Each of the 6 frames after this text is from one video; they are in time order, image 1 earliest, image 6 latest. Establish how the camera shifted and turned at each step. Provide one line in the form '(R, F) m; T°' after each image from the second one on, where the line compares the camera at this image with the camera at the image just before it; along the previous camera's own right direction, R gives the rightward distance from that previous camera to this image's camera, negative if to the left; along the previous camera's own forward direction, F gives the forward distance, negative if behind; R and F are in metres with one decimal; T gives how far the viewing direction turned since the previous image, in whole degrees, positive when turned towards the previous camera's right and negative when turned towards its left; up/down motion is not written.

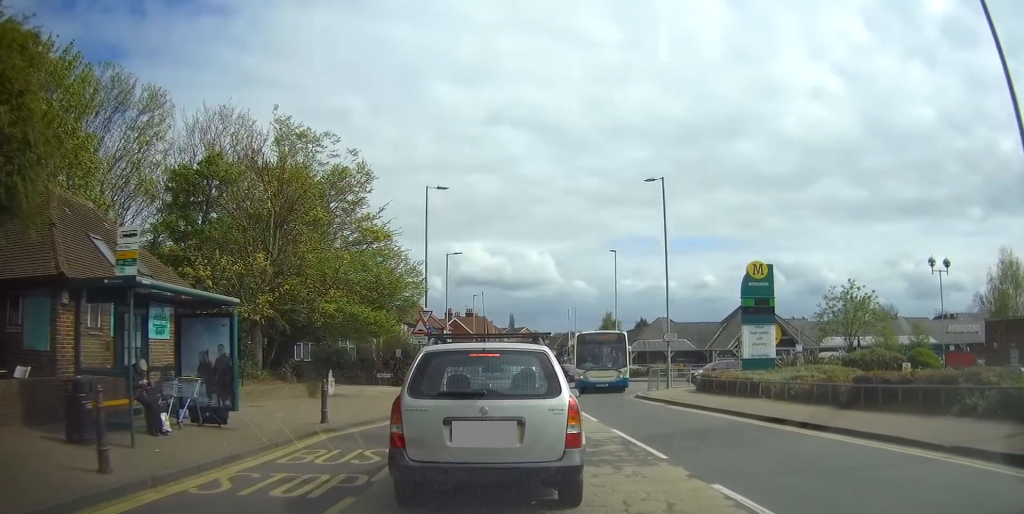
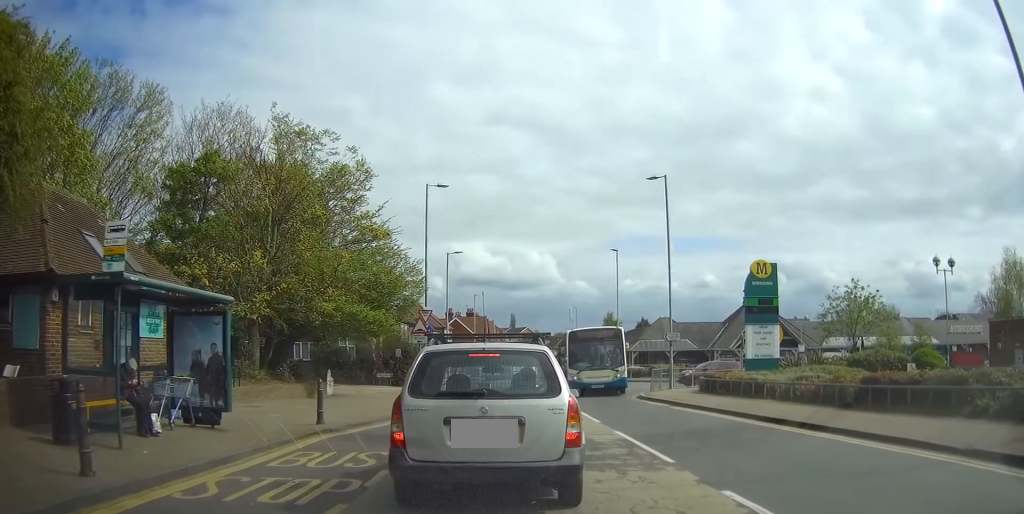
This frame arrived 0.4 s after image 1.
(-0.1, +0.5) m; 0°
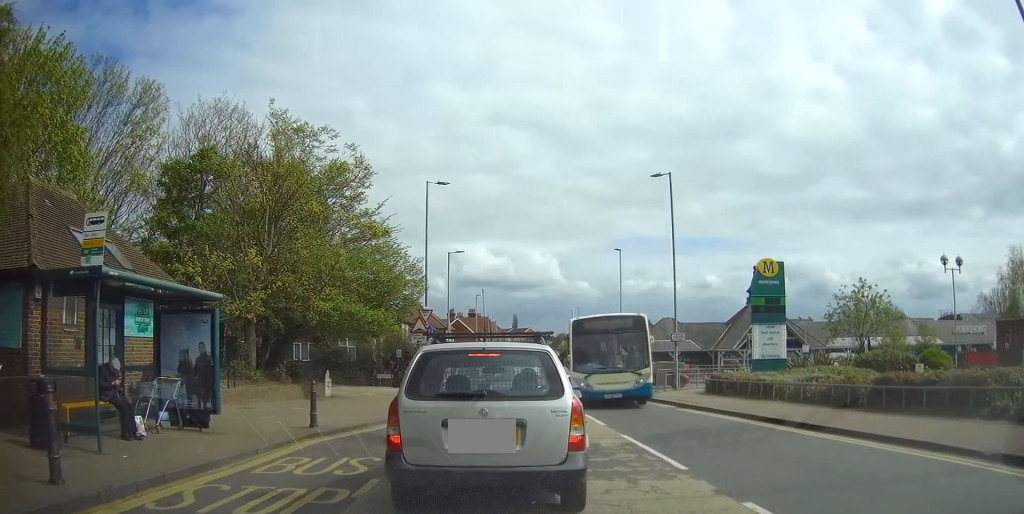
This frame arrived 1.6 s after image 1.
(-0.1, +0.7) m; 0°
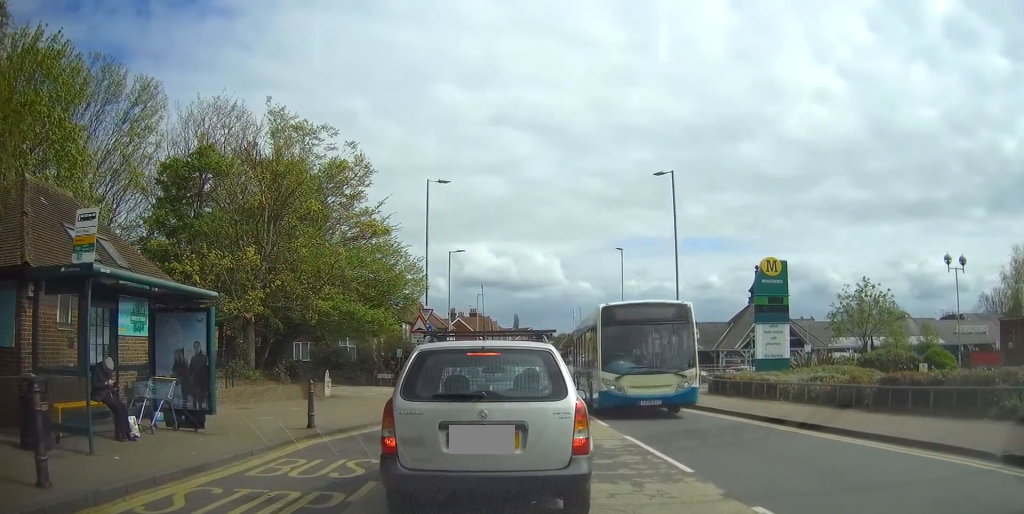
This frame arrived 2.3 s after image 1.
(-0.2, +0.1) m; 0°
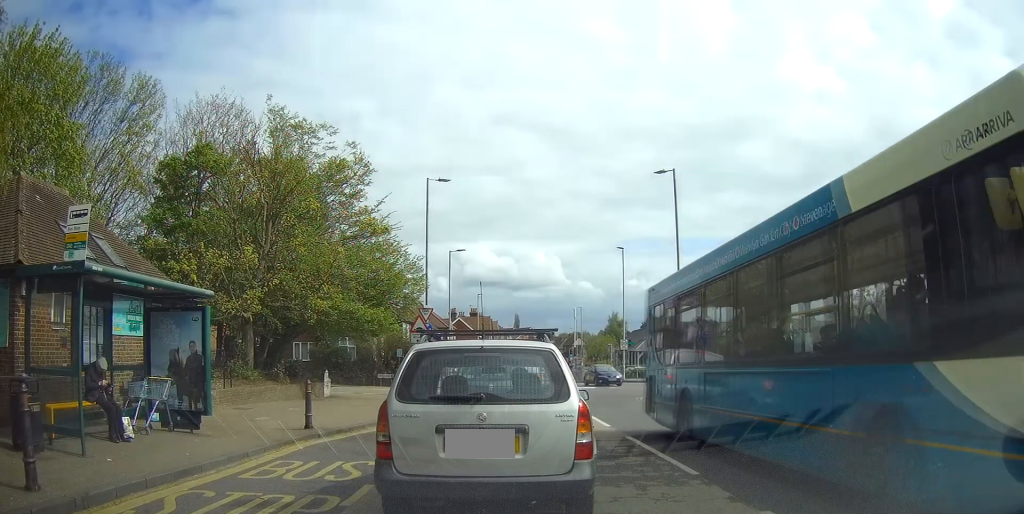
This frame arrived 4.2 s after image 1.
(0.0, +0.3) m; 0°
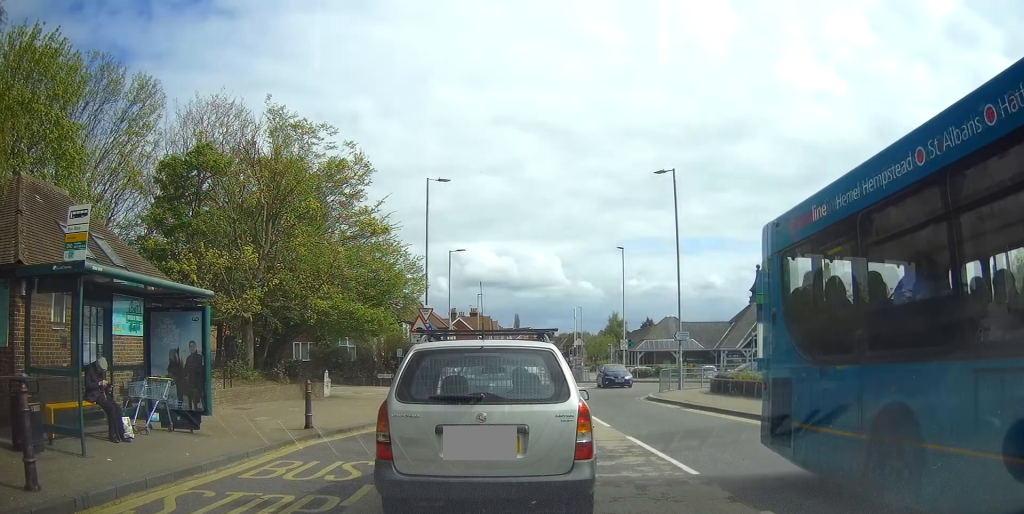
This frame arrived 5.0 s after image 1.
(0.0, 0.0) m; 0°
